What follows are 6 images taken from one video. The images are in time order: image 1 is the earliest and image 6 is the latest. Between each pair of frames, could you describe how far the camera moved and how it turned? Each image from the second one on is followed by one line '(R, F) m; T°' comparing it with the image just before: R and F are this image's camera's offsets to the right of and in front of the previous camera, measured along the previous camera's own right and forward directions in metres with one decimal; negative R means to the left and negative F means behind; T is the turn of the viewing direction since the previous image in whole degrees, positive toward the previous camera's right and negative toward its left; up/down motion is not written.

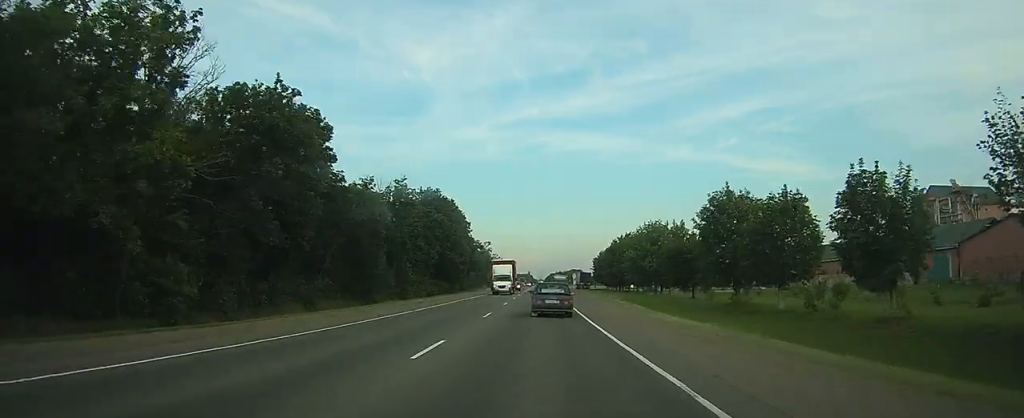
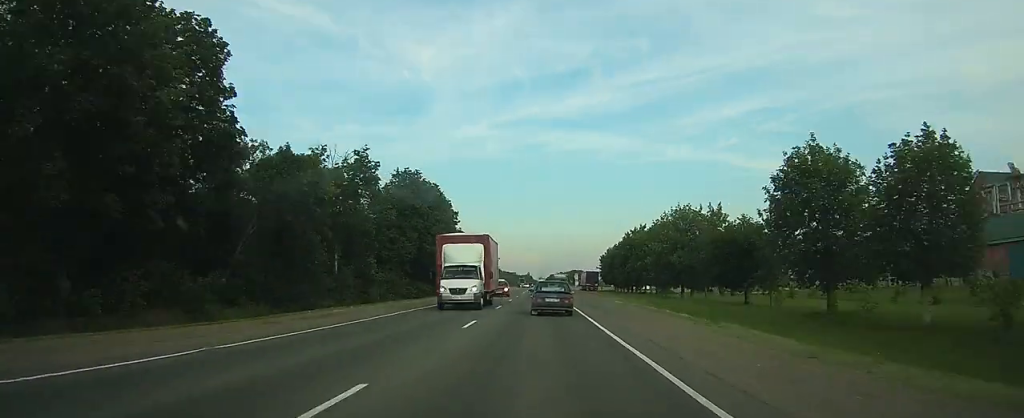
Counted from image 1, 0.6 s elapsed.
(-0.1, +17.7) m; 0°
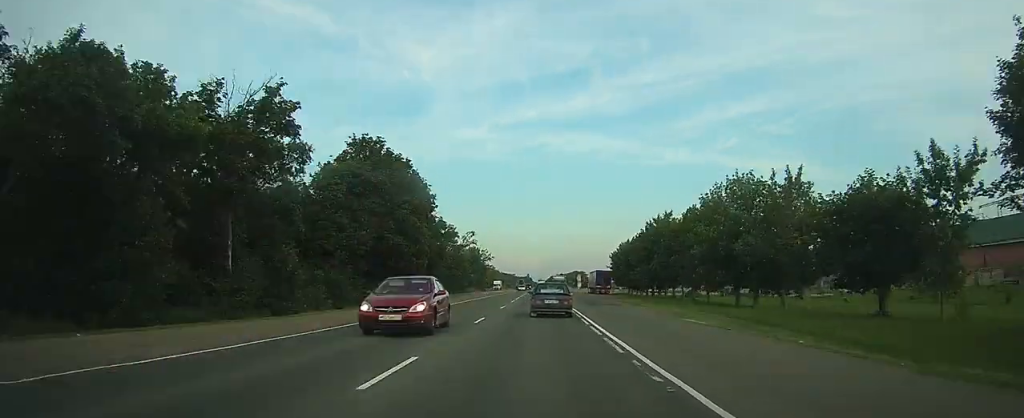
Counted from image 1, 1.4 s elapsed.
(0.0, +21.3) m; 0°
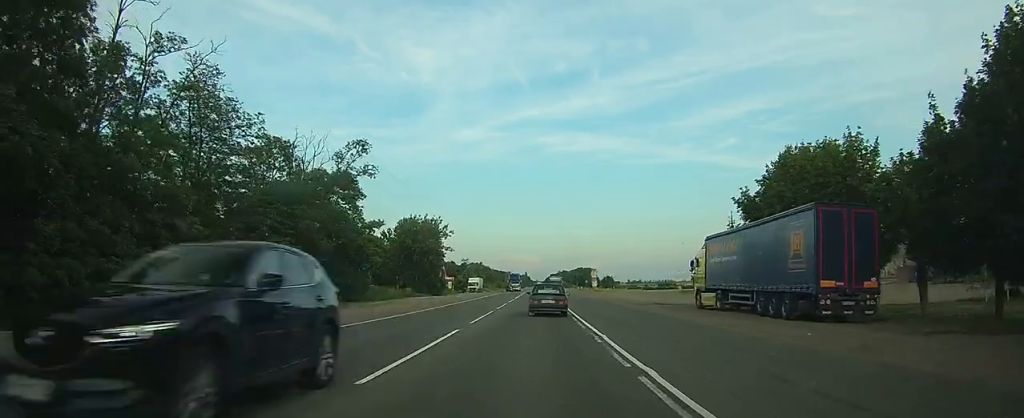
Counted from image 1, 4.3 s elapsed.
(0.0, +78.7) m; 0°
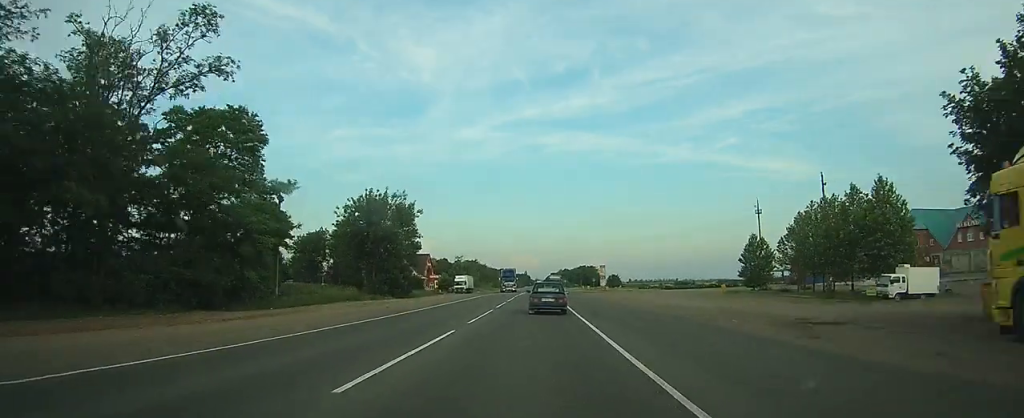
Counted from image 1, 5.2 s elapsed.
(0.0, +24.6) m; 0°
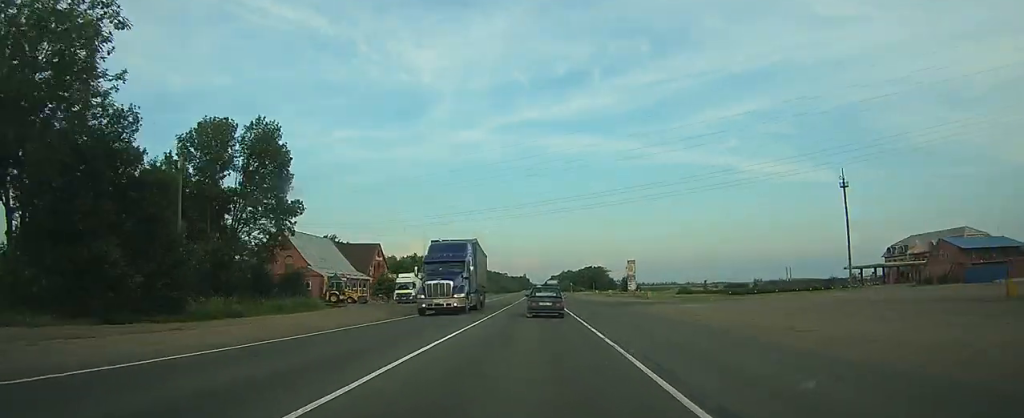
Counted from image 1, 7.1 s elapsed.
(-0.1, +51.8) m; 0°
